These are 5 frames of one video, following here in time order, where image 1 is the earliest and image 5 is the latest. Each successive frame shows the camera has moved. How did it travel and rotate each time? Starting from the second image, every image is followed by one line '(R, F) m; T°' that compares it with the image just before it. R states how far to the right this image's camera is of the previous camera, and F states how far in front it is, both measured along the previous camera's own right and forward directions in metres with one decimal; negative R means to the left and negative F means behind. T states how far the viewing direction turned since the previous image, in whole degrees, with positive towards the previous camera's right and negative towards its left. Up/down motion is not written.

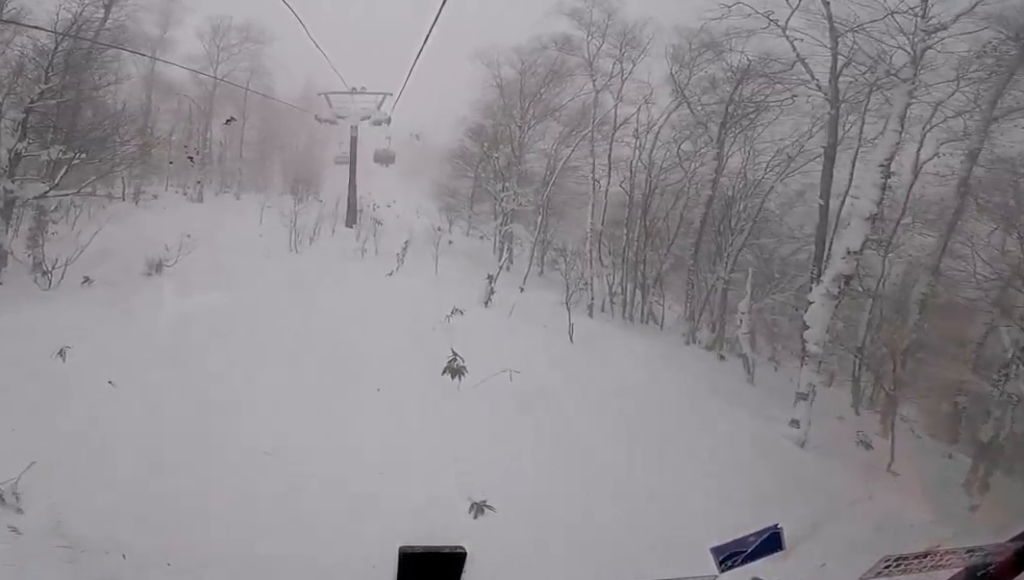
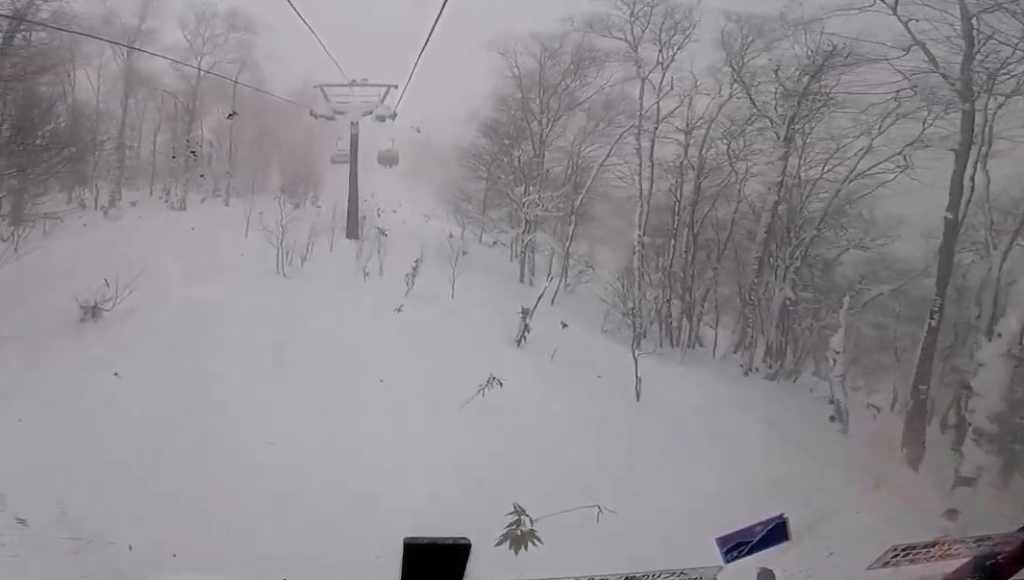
(0.0, +4.0) m; +5°
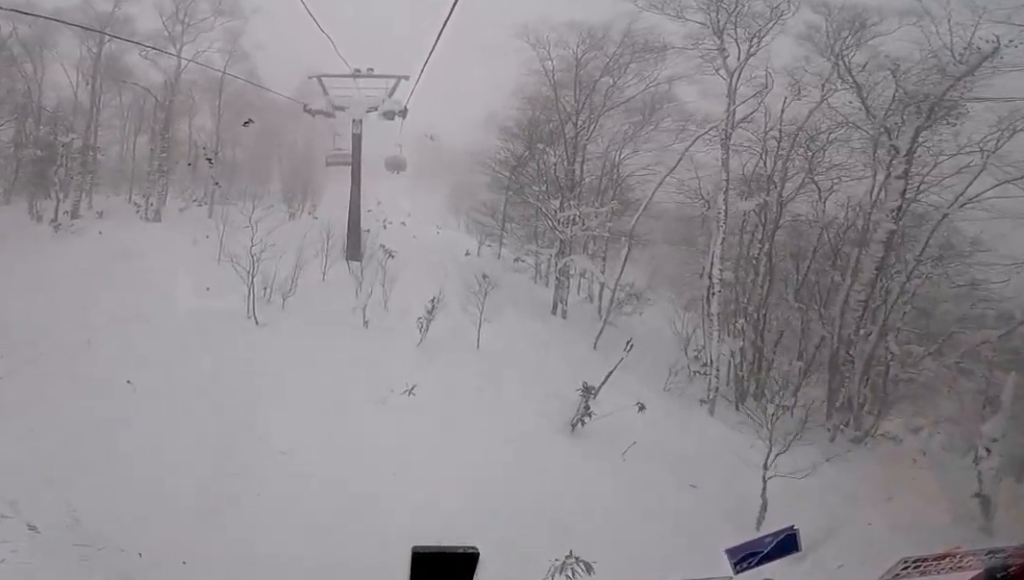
(+0.5, +4.7) m; +4°
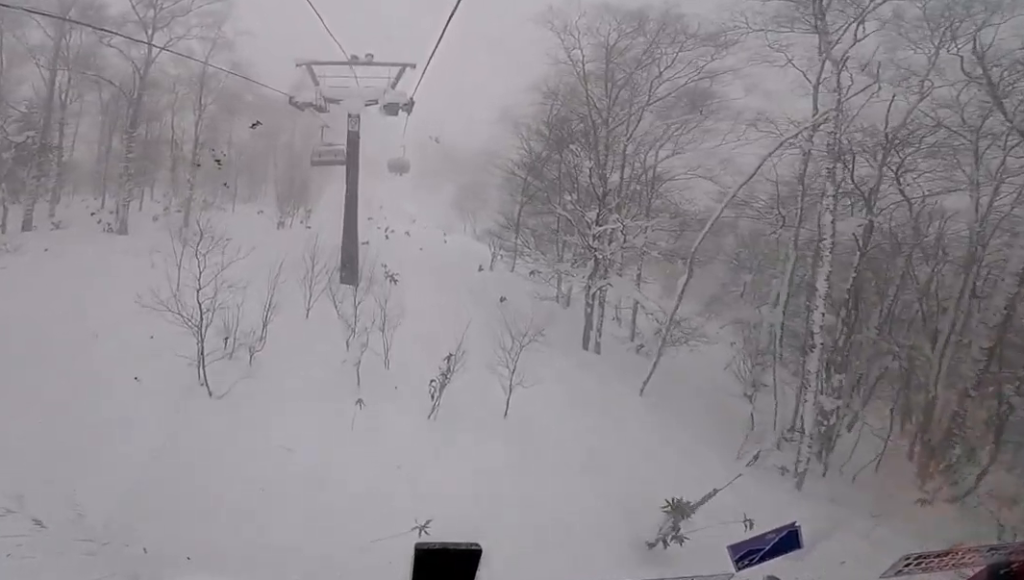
(-0.1, +4.0) m; 0°
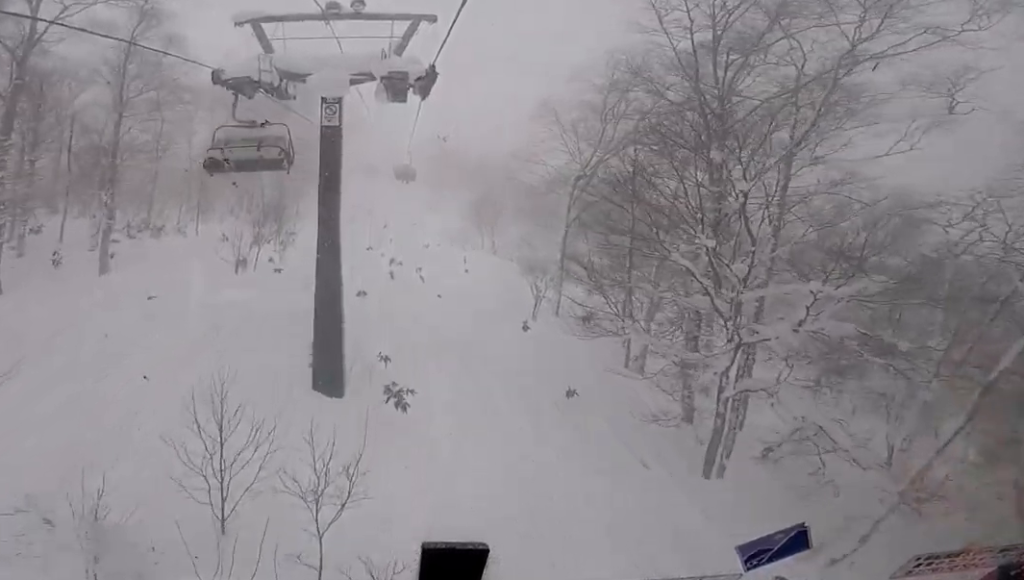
(0.0, +8.6) m; -5°
